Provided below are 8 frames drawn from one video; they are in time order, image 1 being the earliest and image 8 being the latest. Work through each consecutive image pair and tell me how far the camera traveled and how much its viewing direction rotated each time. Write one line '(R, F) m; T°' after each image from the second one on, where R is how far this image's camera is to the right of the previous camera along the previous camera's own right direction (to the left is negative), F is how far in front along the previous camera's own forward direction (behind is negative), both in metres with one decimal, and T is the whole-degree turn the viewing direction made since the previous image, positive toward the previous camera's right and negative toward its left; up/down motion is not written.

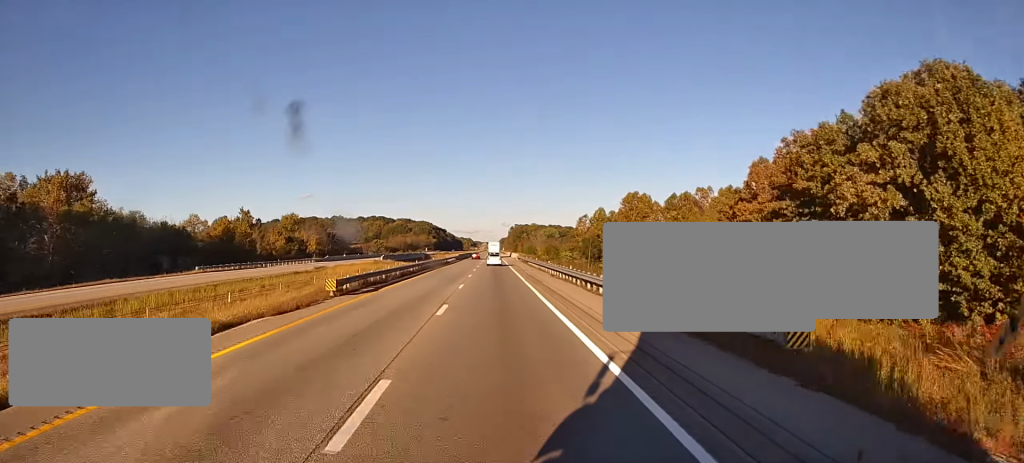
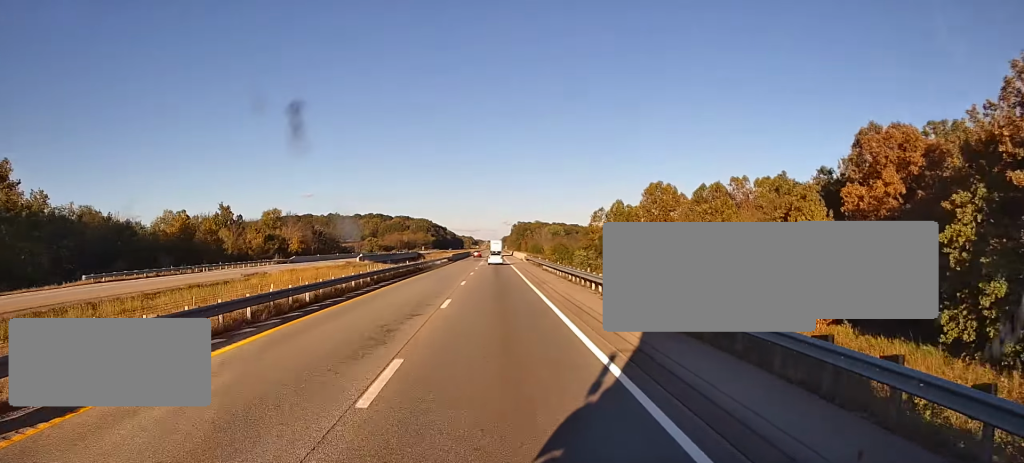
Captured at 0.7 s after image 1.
(+0.3, +22.7) m; 0°
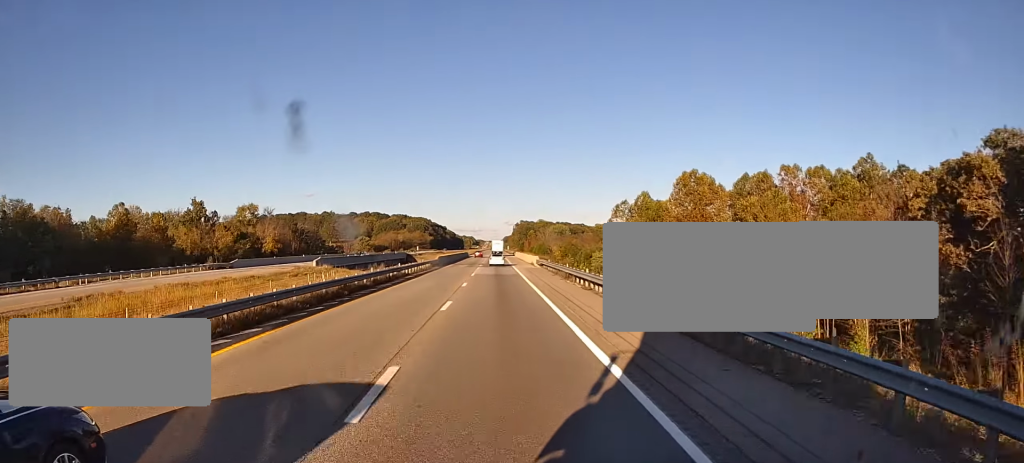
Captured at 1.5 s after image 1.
(+0.1, +24.8) m; 0°
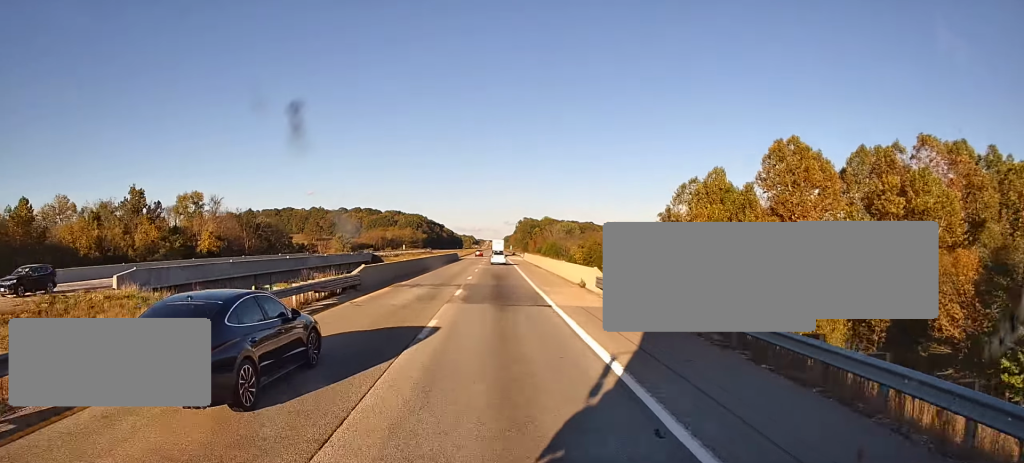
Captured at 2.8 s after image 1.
(-0.3, +42.2) m; -1°
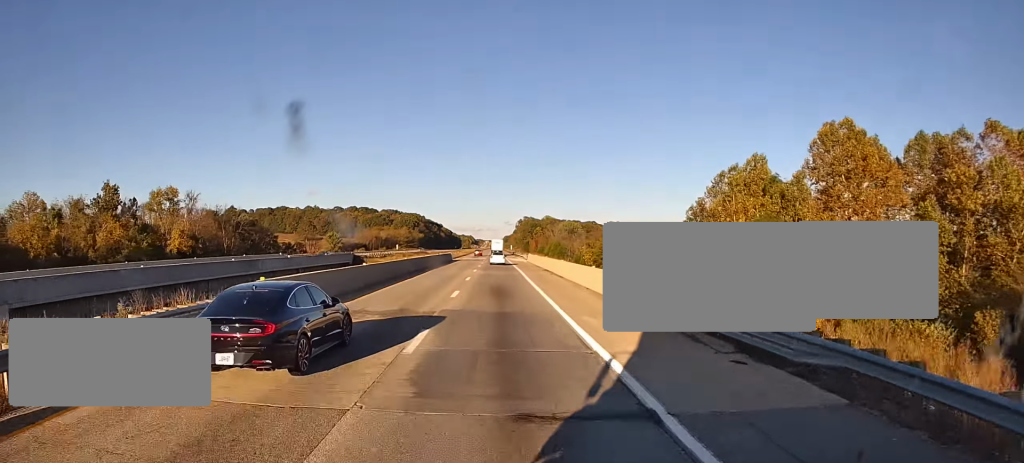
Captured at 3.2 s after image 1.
(+0.2, +14.1) m; 0°
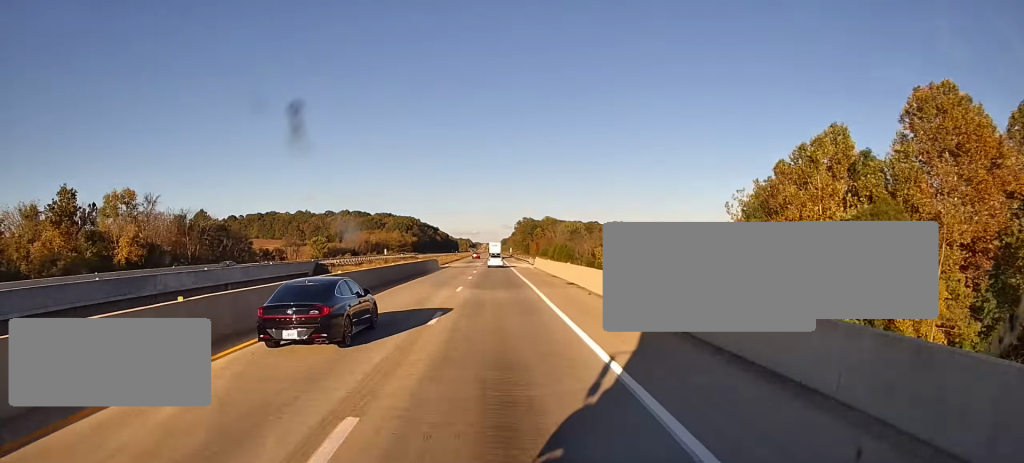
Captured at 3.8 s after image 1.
(-0.4, +19.5) m; 0°
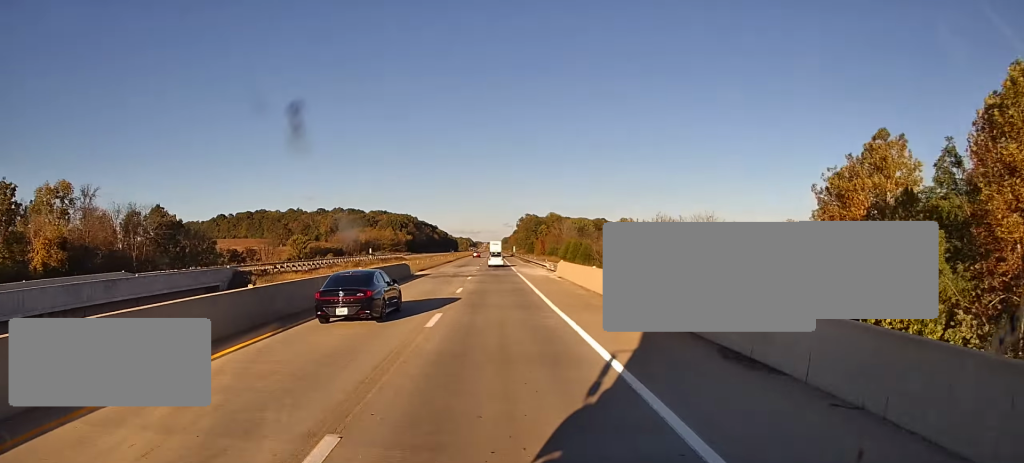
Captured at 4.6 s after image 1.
(+0.1, +24.9) m; 0°
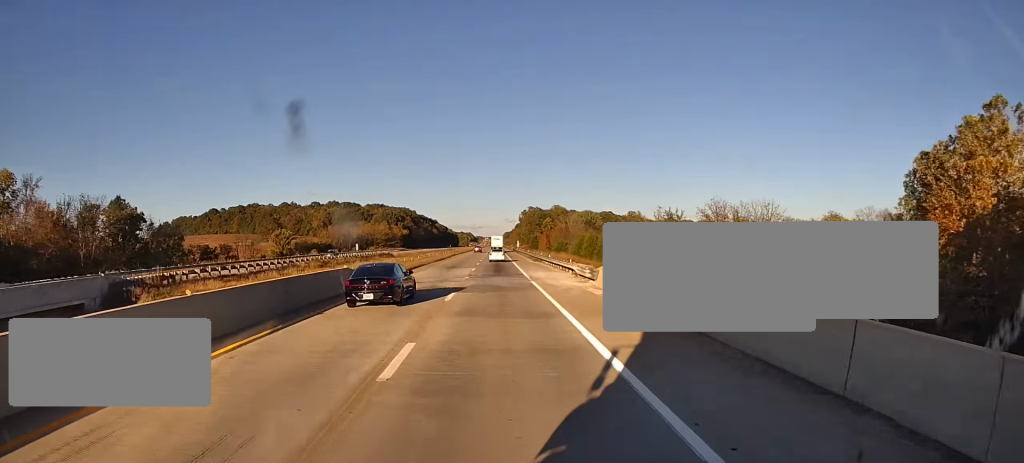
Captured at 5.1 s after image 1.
(+0.5, +18.5) m; 0°
